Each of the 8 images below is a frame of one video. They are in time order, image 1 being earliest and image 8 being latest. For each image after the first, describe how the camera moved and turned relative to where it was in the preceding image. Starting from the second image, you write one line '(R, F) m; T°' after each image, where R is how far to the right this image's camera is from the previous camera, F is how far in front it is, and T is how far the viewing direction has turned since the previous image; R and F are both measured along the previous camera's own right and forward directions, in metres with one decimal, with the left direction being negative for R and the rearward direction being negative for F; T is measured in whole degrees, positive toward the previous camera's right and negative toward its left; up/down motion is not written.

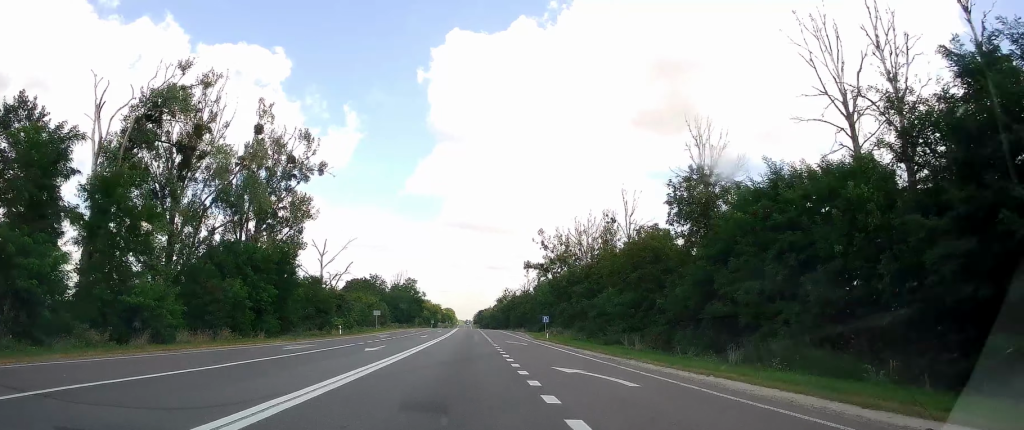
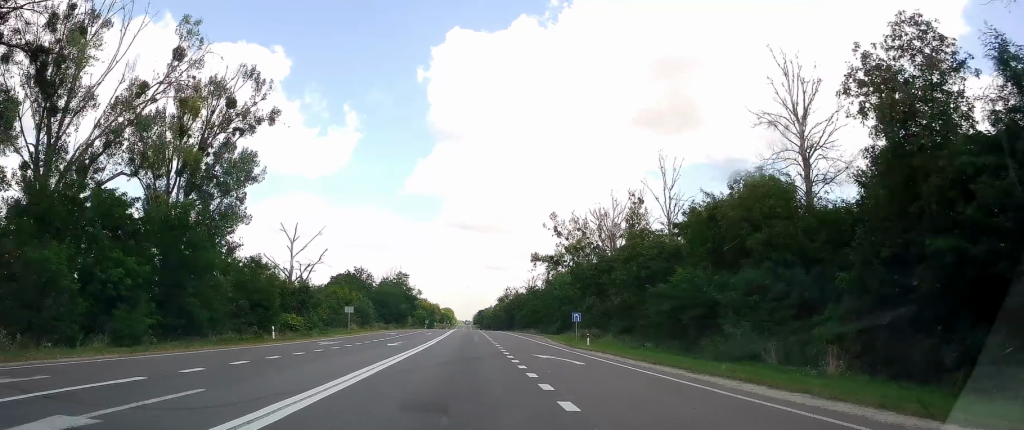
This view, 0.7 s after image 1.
(+0.1, +21.4) m; 0°
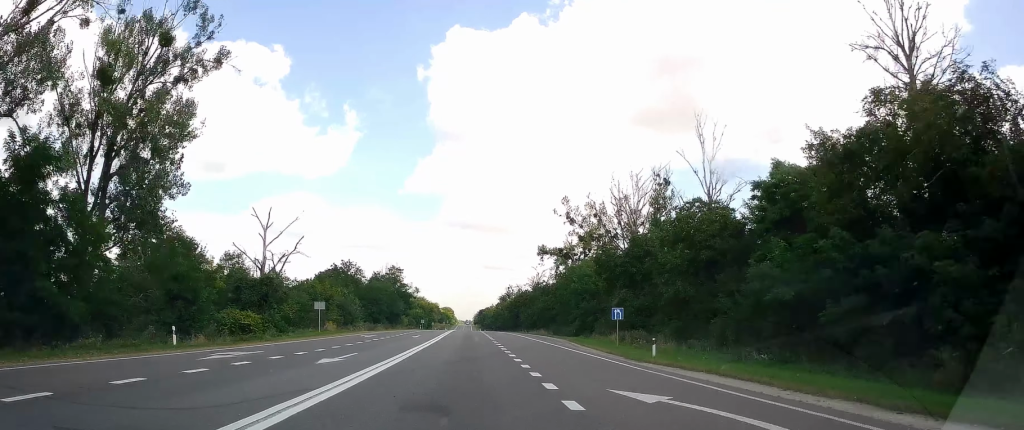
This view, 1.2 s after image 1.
(-0.1, +15.1) m; 0°
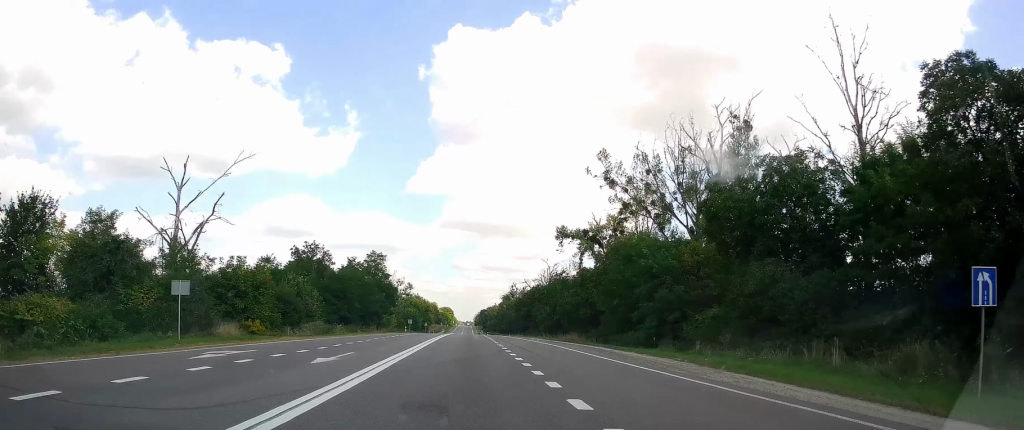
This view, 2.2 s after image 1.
(+0.1, +30.1) m; +1°
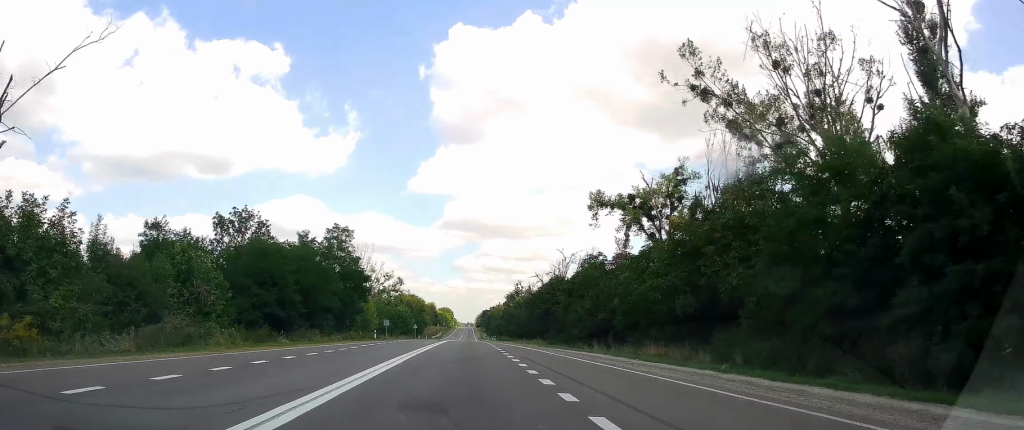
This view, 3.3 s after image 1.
(+0.4, +32.5) m; 0°
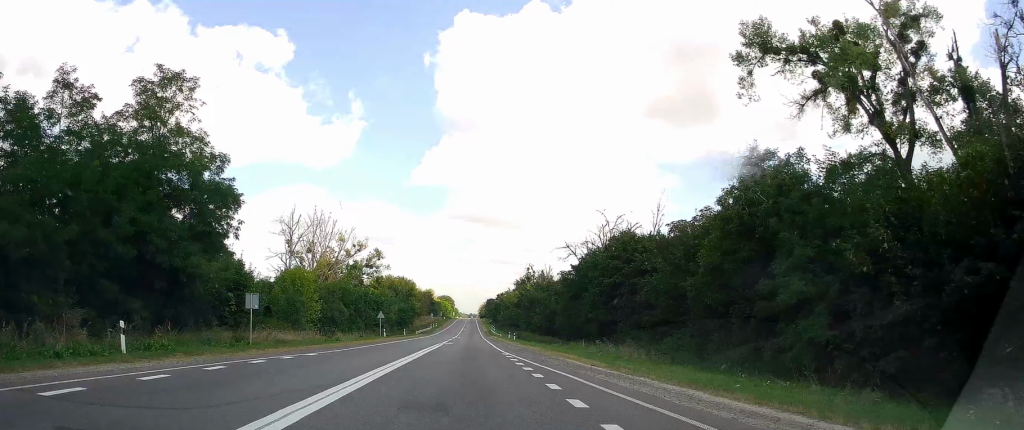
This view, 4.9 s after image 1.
(-0.4, +48.7) m; 0°
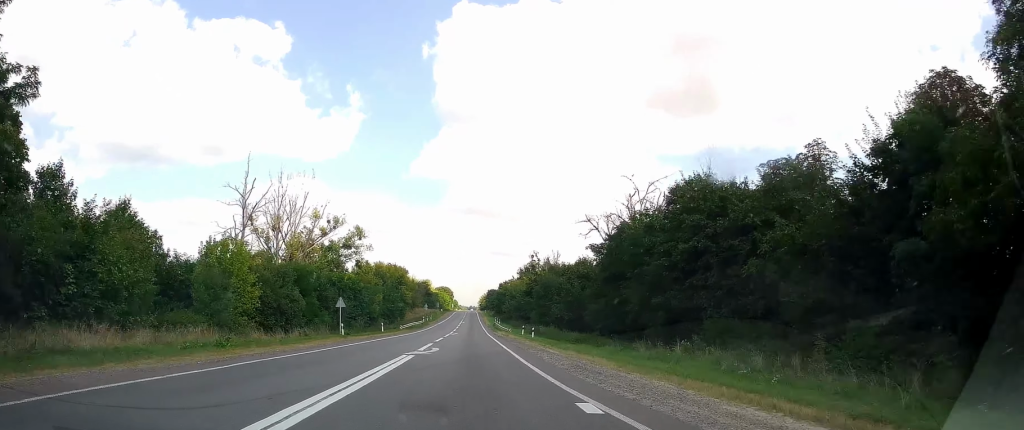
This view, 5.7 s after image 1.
(+0.1, +22.5) m; 0°
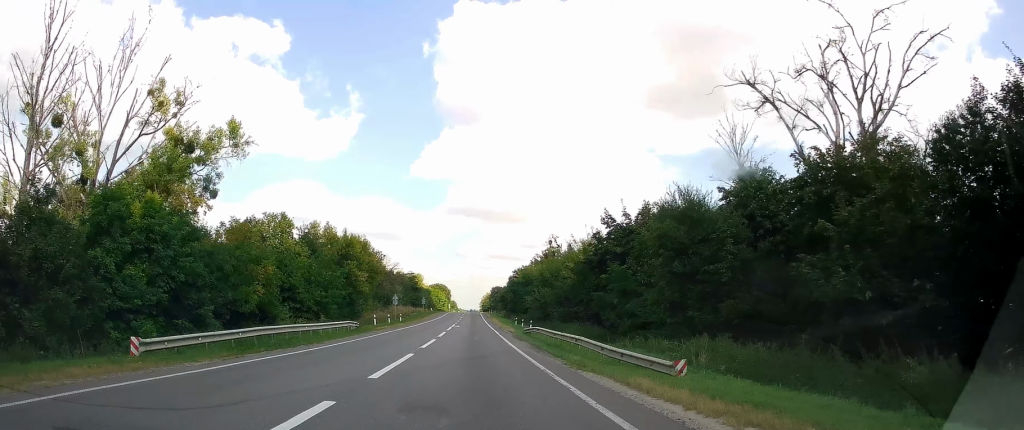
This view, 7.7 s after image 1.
(+0.3, +60.5) m; 0°
